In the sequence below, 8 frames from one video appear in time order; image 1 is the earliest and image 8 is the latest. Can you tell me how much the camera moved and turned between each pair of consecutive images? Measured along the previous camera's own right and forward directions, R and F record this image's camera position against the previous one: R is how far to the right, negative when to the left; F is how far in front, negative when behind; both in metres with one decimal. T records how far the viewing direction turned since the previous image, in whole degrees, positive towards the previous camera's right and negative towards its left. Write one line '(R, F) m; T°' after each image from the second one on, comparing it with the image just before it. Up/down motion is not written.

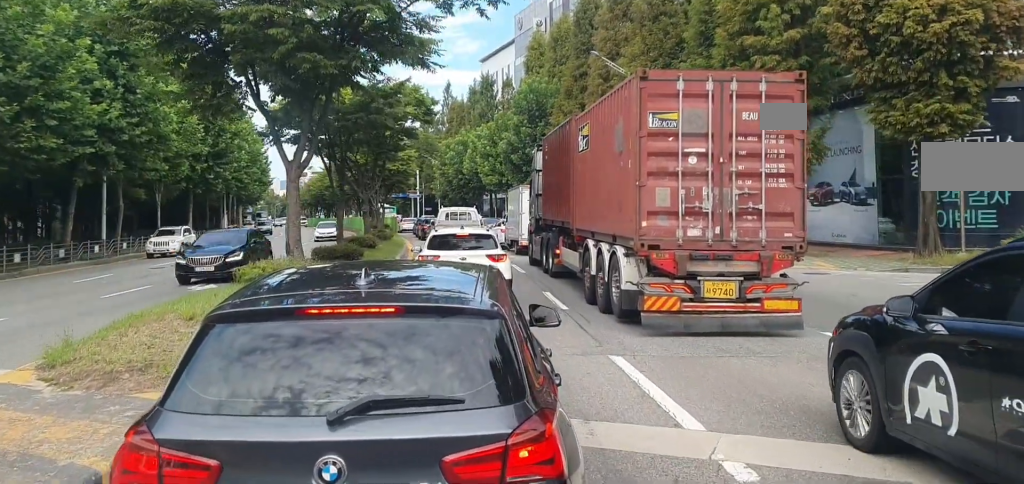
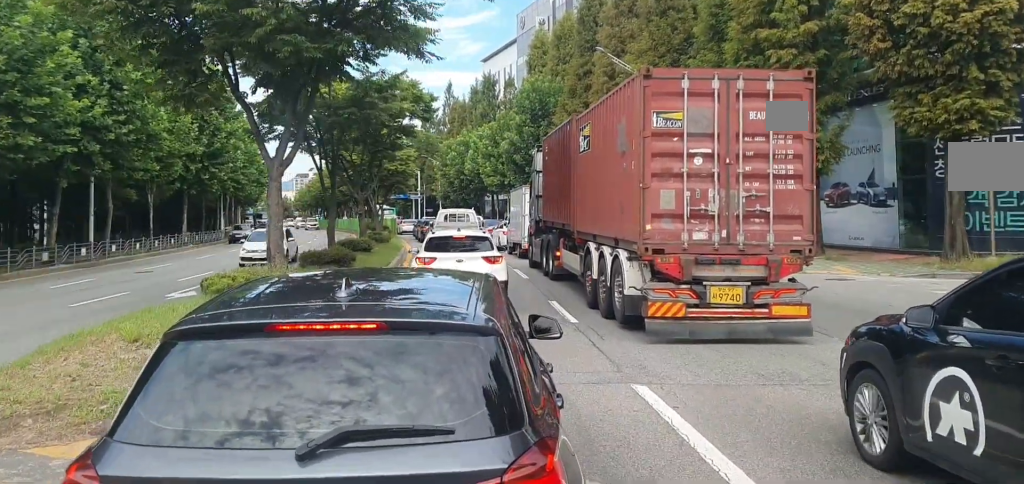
(+0.1, +2.1) m; 0°
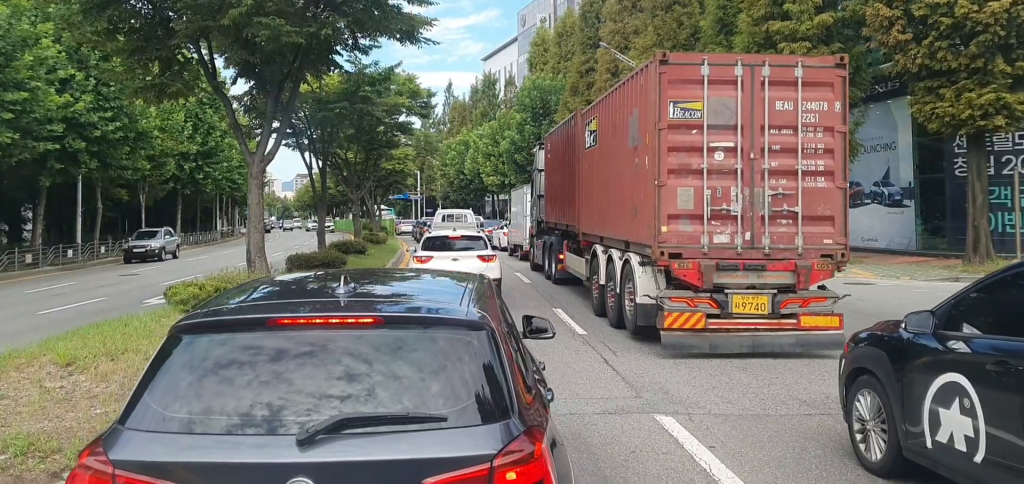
(0.0, +2.0) m; 0°
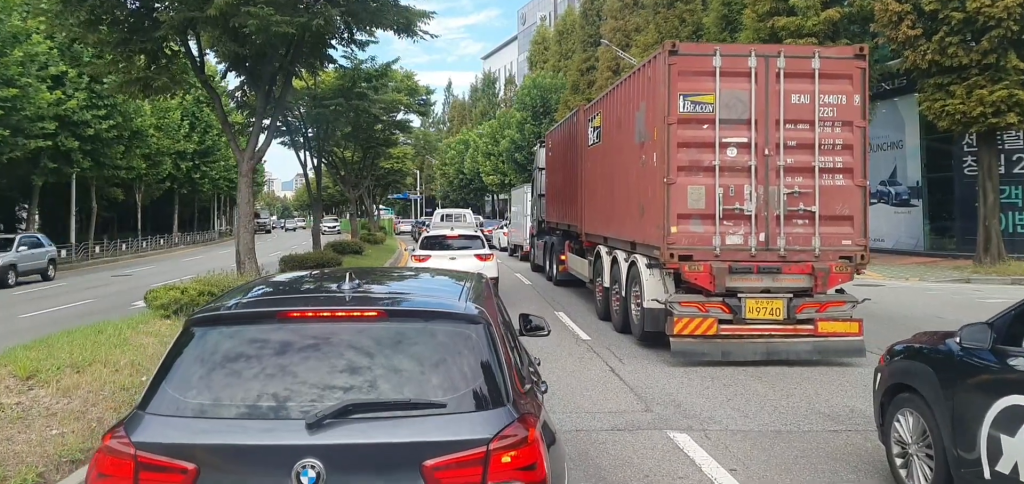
(0.0, +0.8) m; 0°
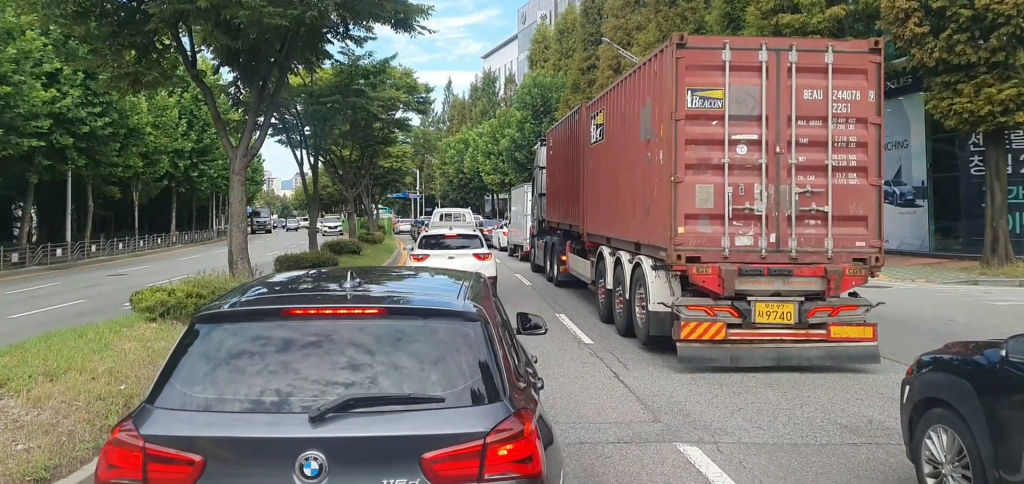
(0.0, +0.5) m; 0°
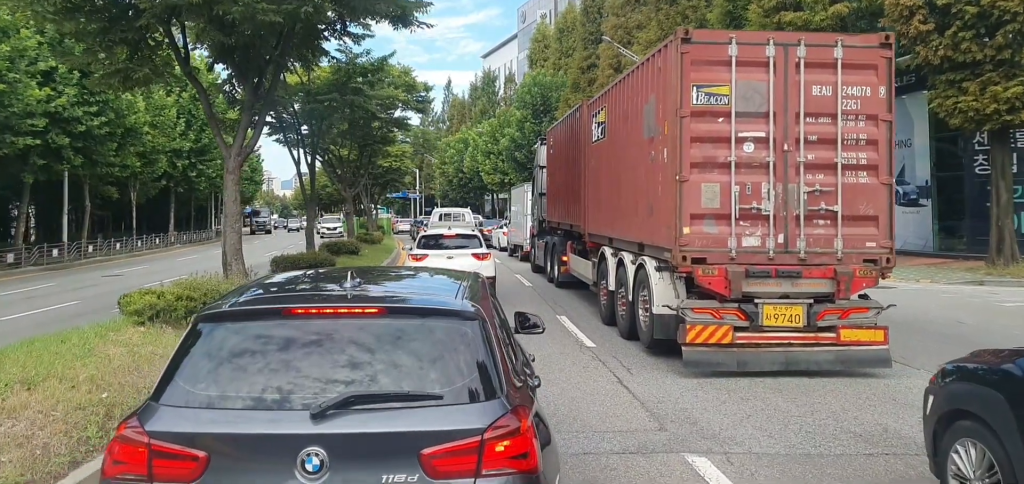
(0.0, +0.3) m; 0°
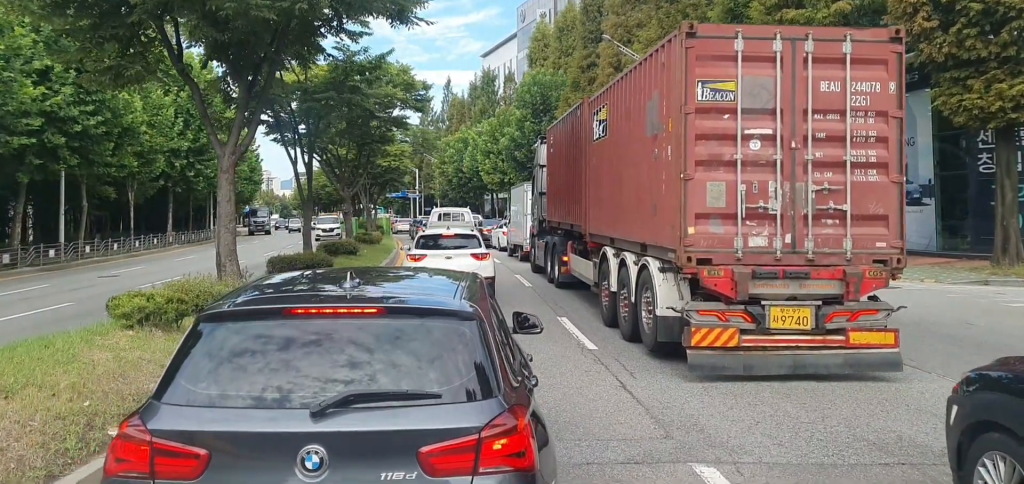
(0.0, +0.3) m; 0°
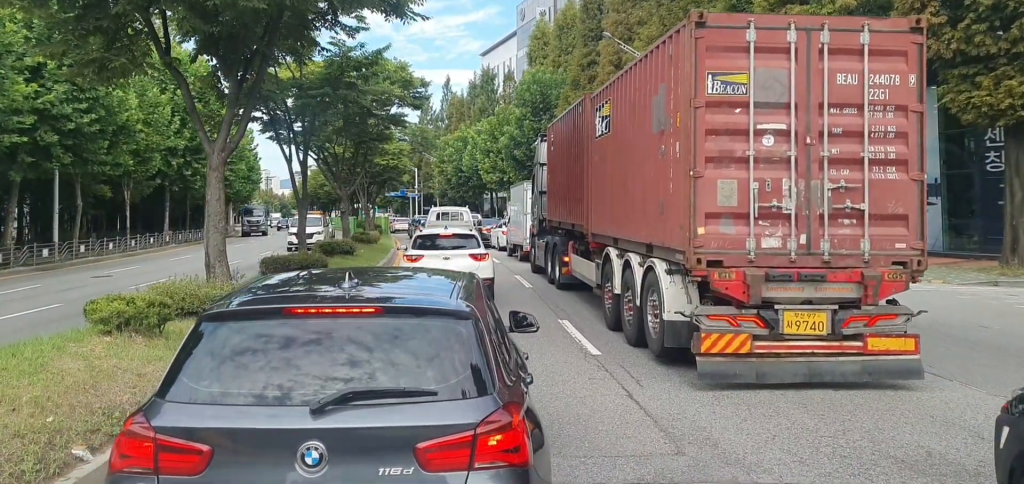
(0.0, +0.4) m; 0°
